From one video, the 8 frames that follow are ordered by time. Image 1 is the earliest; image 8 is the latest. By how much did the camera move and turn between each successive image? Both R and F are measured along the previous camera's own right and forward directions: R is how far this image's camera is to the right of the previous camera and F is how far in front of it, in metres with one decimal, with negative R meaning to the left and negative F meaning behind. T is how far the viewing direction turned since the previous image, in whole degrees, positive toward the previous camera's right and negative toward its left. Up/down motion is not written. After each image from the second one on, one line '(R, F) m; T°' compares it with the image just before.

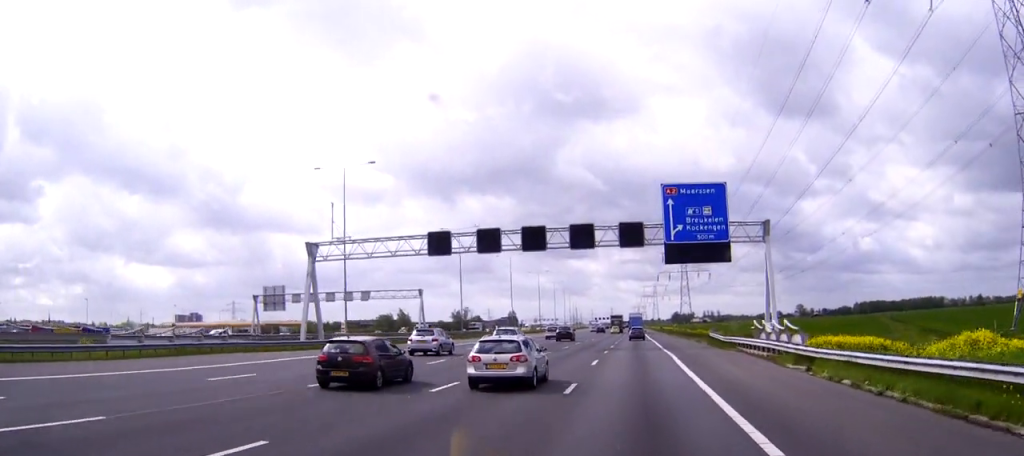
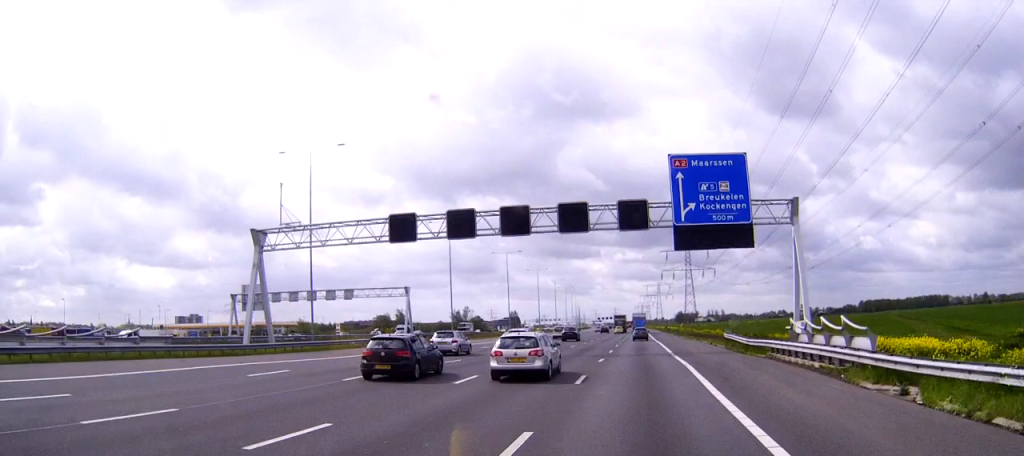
(0.0, +9.7) m; 0°
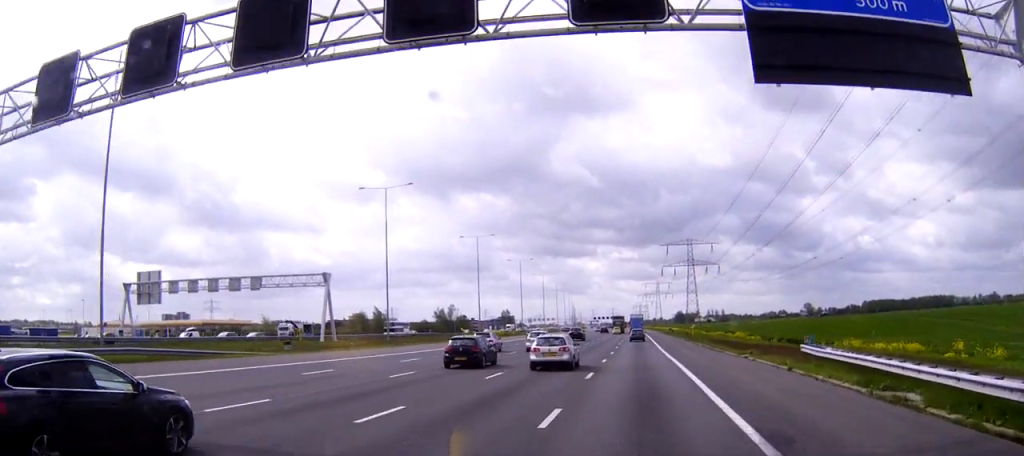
(-0.1, +31.8) m; 0°
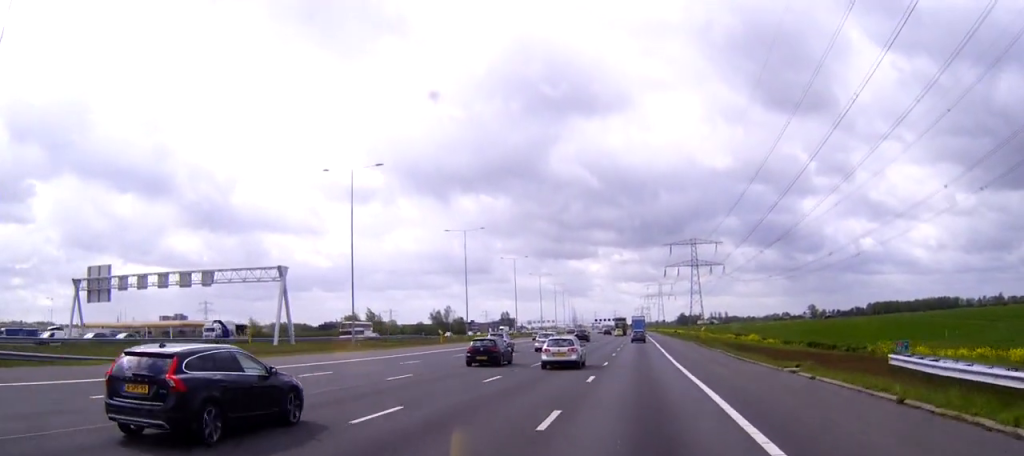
(0.0, +12.4) m; 0°
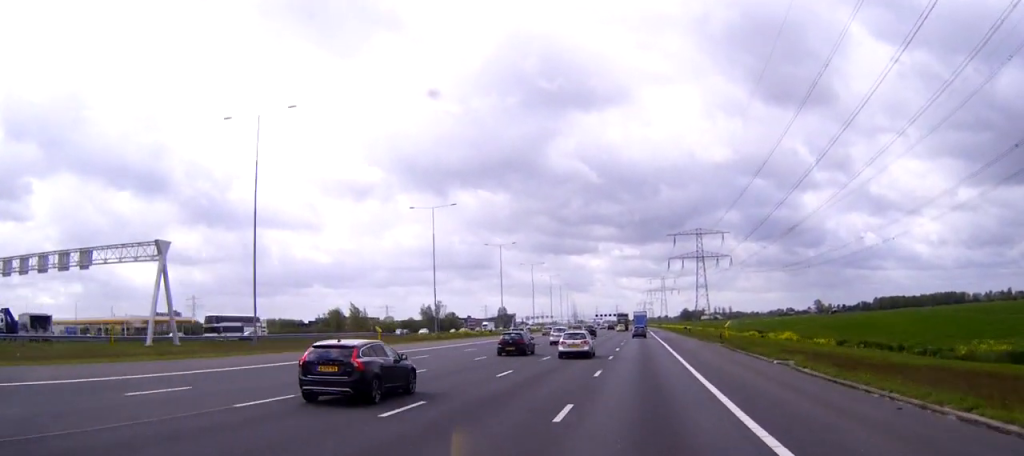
(0.0, +22.7) m; 0°
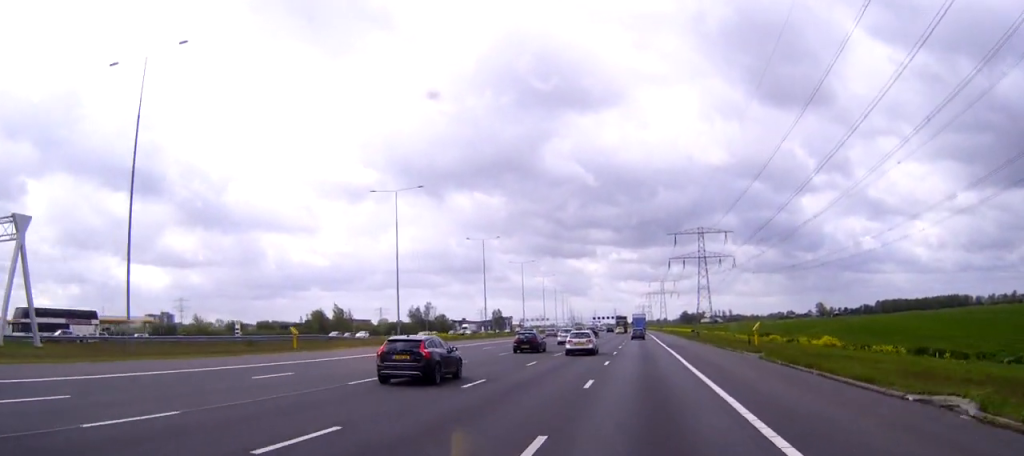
(0.0, +17.3) m; 0°
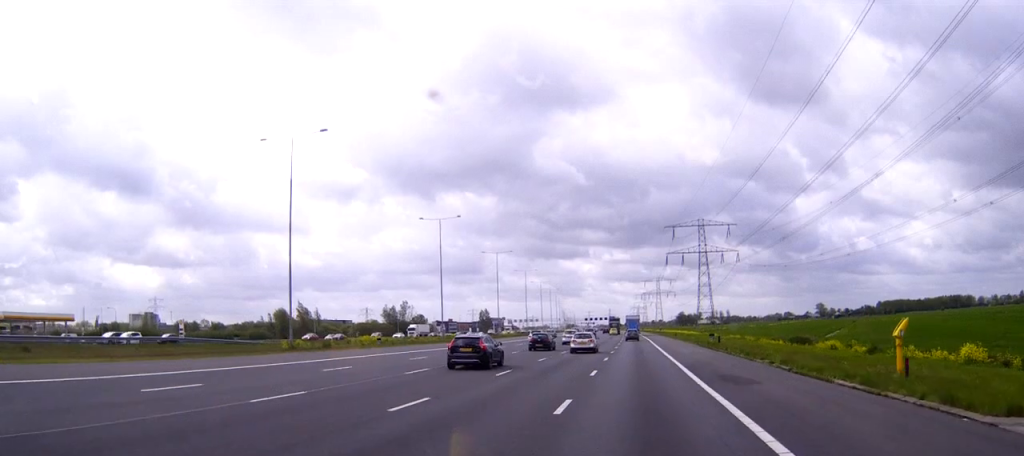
(+0.2, +29.7) m; 0°
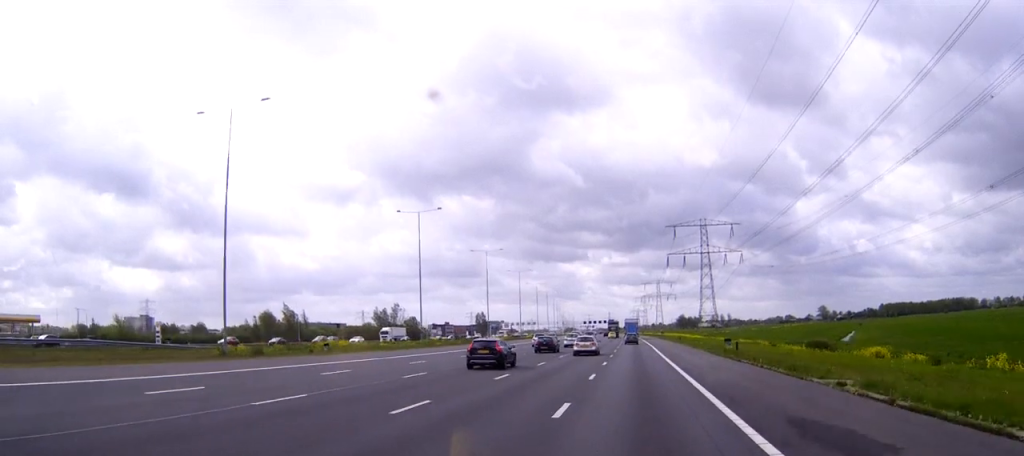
(0.0, +11.8) m; 0°
